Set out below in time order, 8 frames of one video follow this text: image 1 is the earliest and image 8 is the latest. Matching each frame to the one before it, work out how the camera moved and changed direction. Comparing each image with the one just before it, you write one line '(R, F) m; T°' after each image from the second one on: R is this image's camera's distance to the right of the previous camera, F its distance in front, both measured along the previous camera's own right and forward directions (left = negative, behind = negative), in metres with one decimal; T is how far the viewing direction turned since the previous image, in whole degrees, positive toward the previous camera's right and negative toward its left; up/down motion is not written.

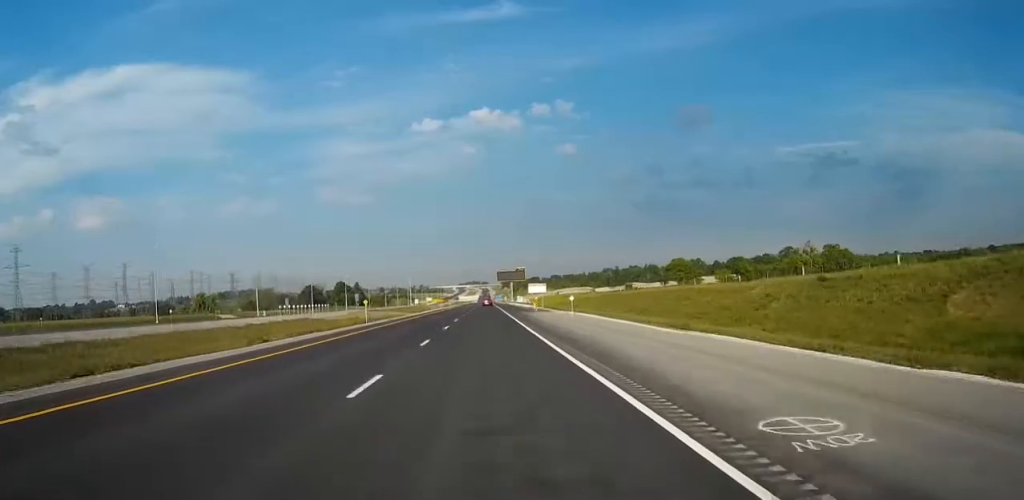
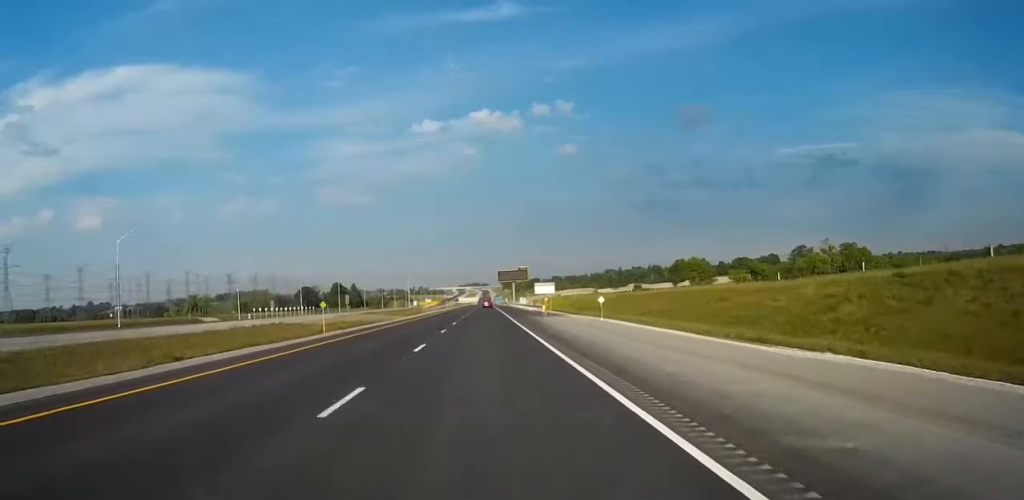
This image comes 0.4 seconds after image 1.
(0.0, +13.4) m; 0°
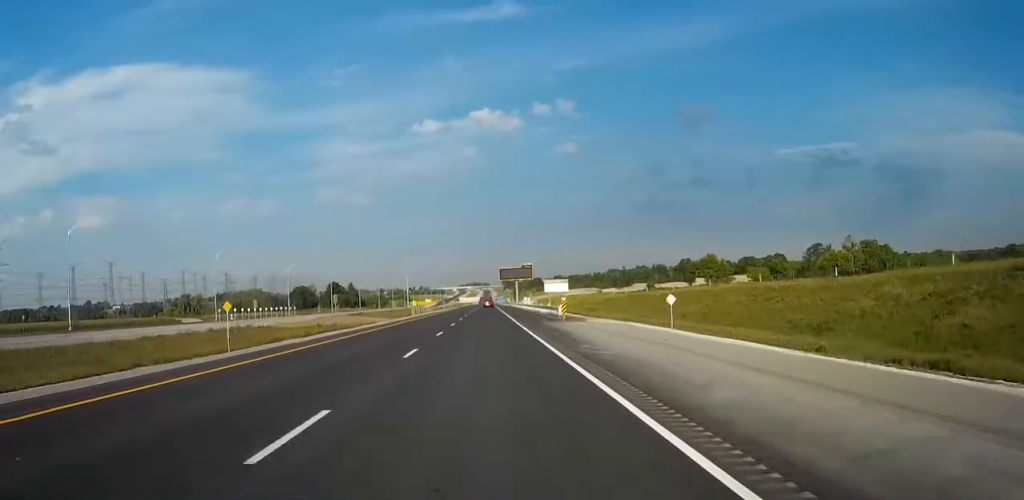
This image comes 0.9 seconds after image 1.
(0.0, +14.5) m; 0°
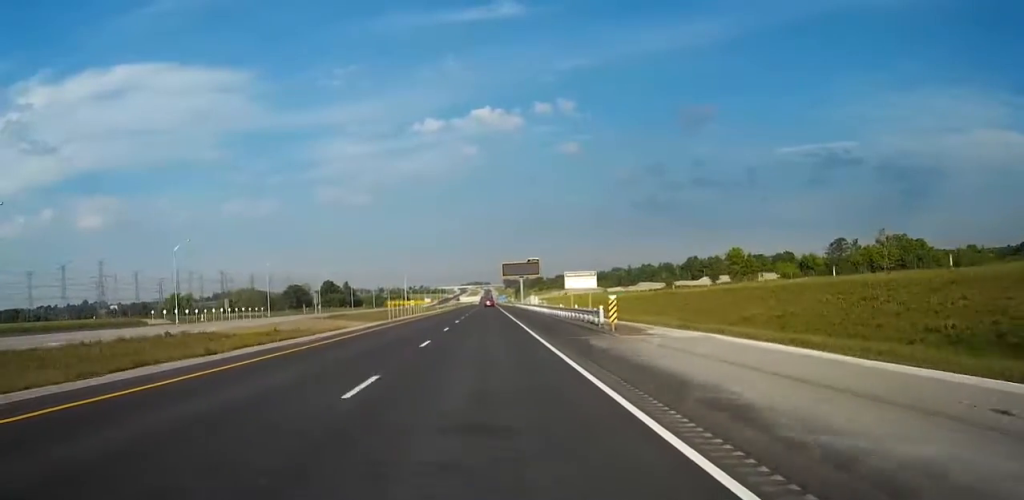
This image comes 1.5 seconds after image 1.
(0.0, +19.6) m; 0°
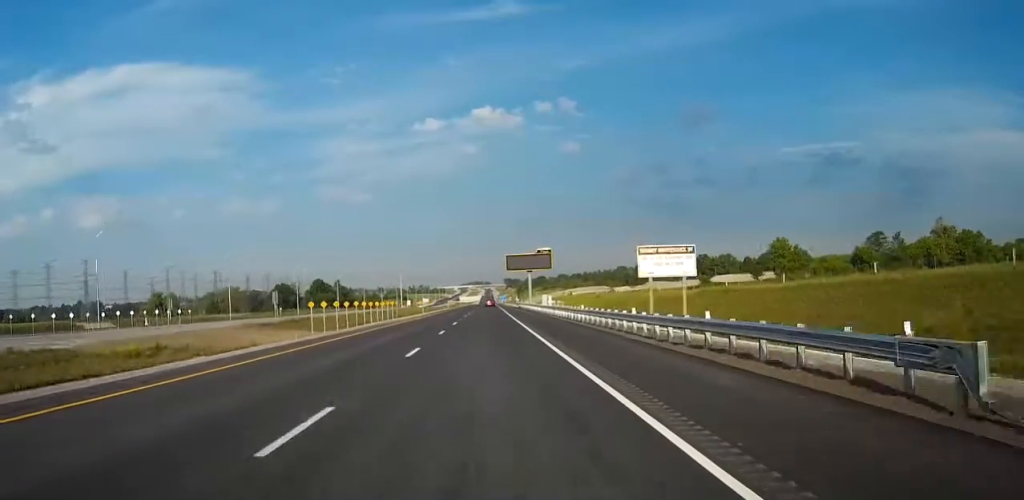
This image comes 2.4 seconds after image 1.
(0.0, +27.9) m; 0°
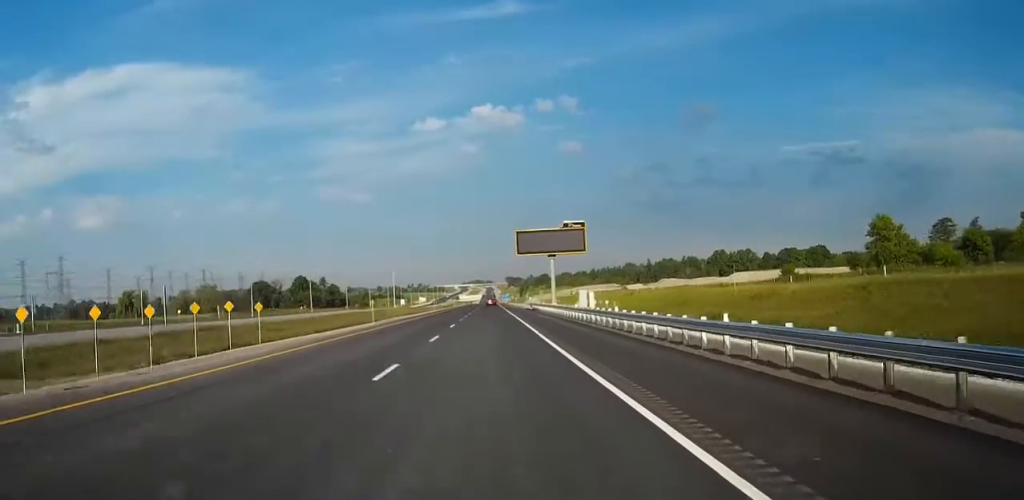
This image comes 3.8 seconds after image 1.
(0.0, +41.1) m; 0°
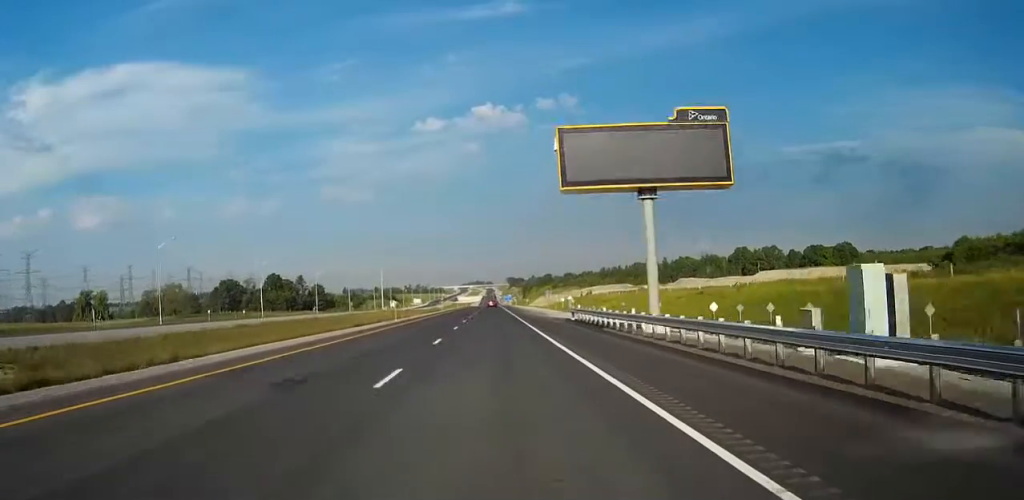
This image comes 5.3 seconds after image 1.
(+0.1, +47.9) m; 0°
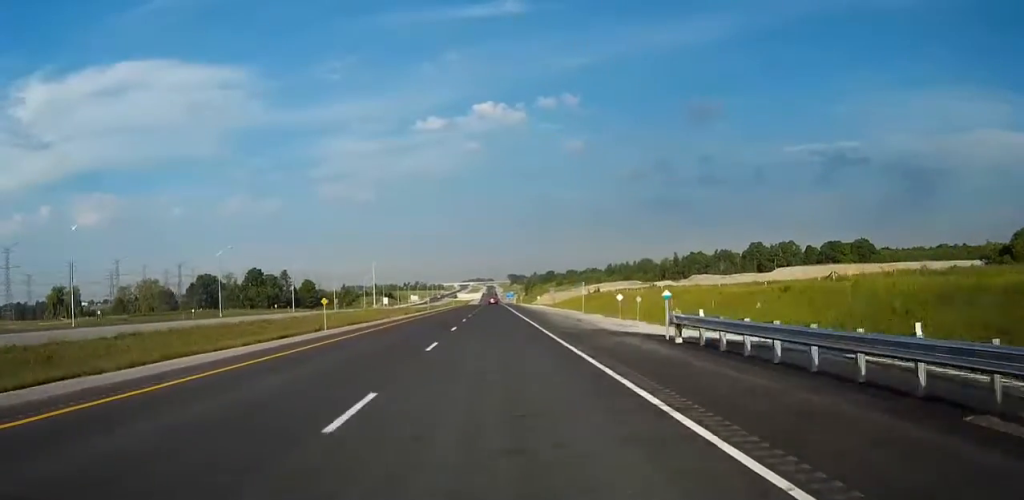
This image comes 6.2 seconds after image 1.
(-0.1, +27.6) m; 0°
